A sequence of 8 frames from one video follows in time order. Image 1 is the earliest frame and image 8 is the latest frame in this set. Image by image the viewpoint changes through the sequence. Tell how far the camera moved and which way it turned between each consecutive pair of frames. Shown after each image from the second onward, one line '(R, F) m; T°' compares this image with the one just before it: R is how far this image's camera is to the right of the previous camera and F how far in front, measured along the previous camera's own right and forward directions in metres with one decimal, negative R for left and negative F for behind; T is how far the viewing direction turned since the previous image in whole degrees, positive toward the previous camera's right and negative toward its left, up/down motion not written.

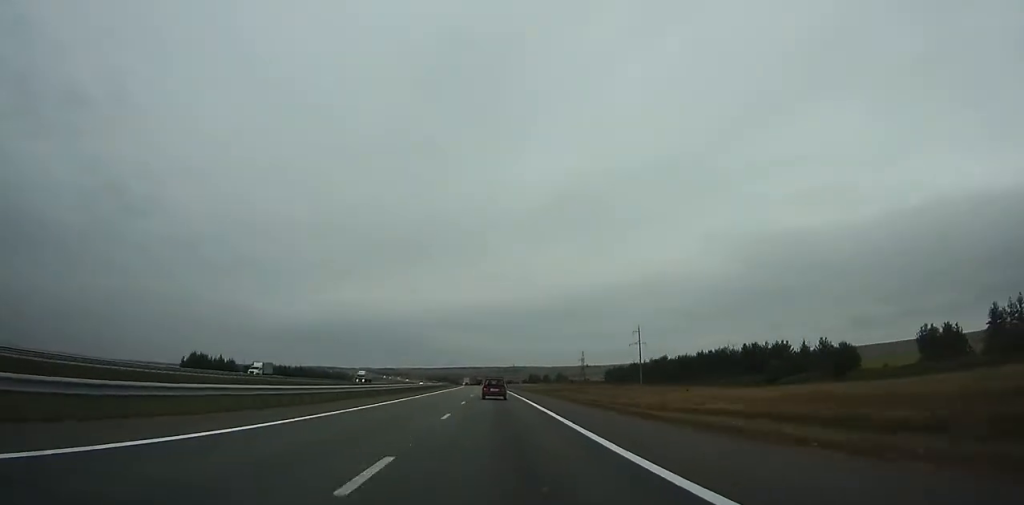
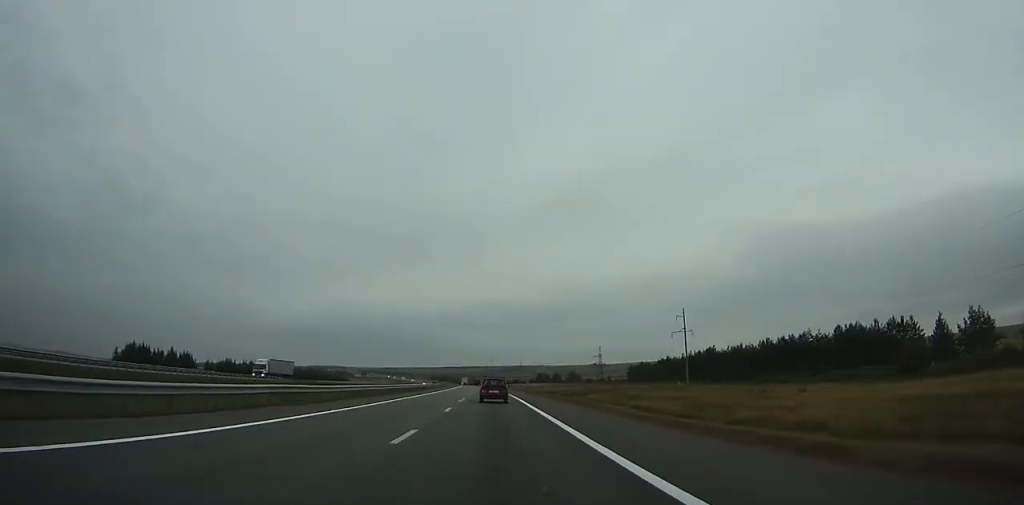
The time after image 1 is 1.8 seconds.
(-0.2, +43.5) m; -1°
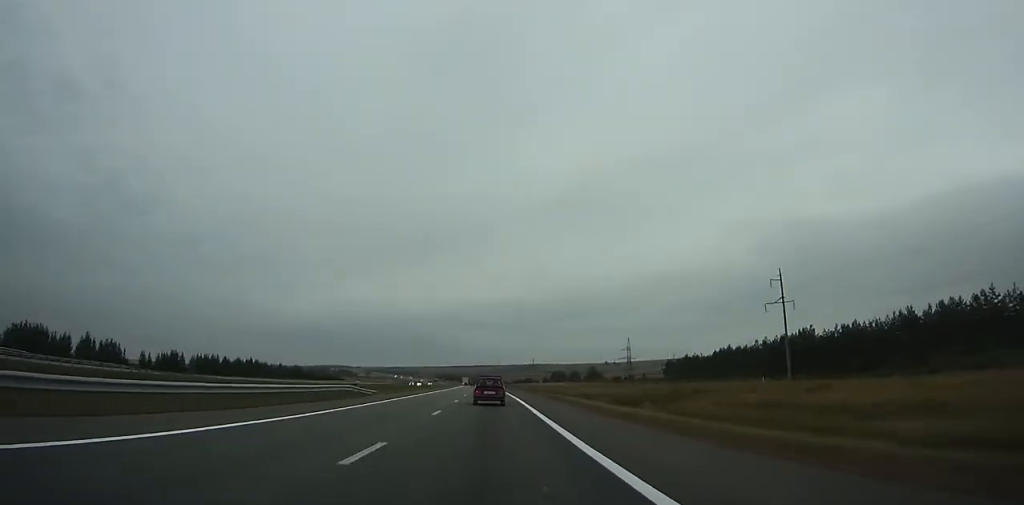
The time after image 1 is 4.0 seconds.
(-0.2, +52.9) m; -1°
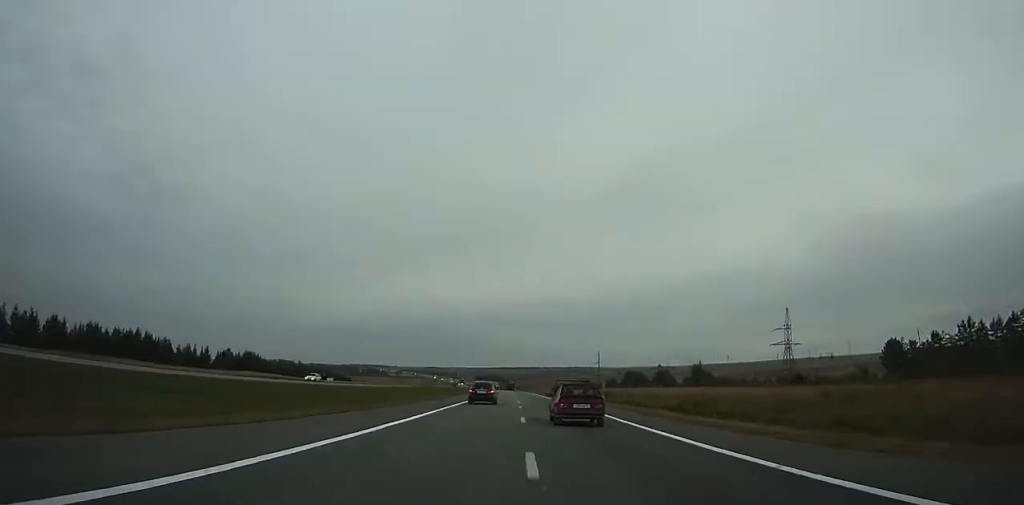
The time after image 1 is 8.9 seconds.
(-3.8, +120.9) m; -3°
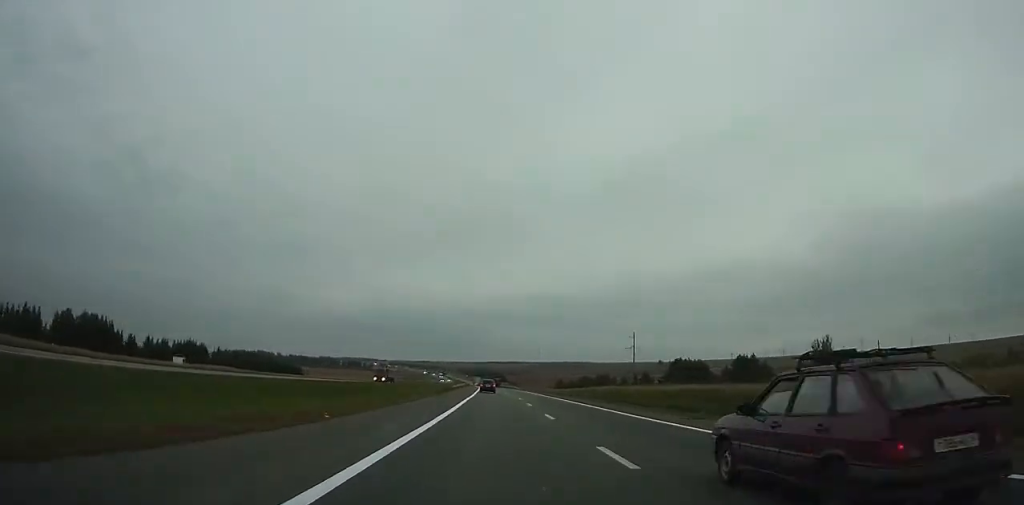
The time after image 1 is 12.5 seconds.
(-0.6, +94.5) m; 0°
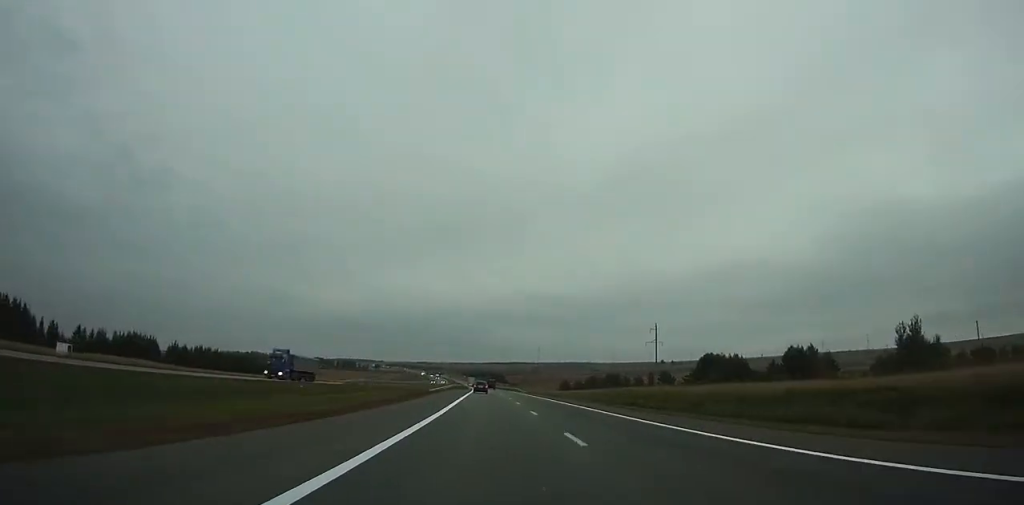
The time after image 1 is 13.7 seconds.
(+0.1, +33.1) m; 0°
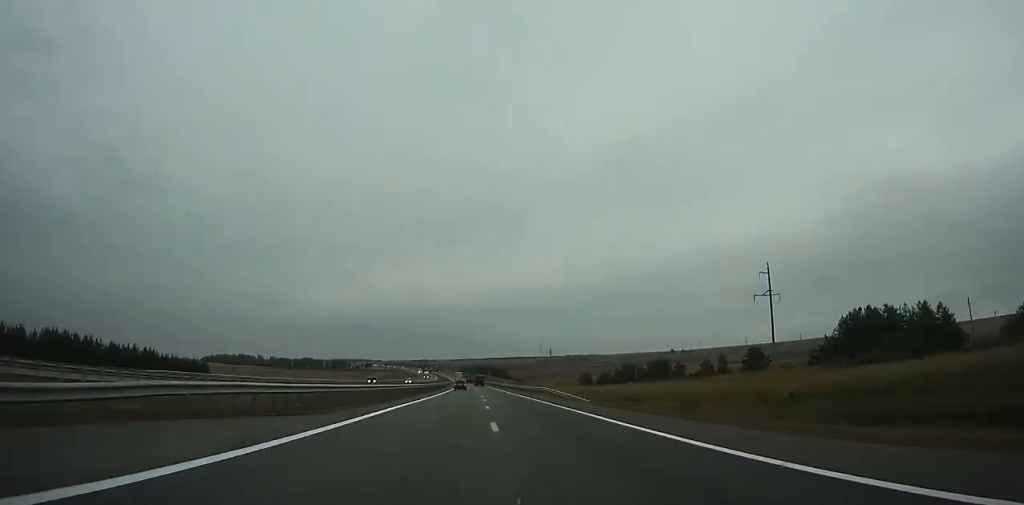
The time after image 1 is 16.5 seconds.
(0.0, +78.1) m; -1°
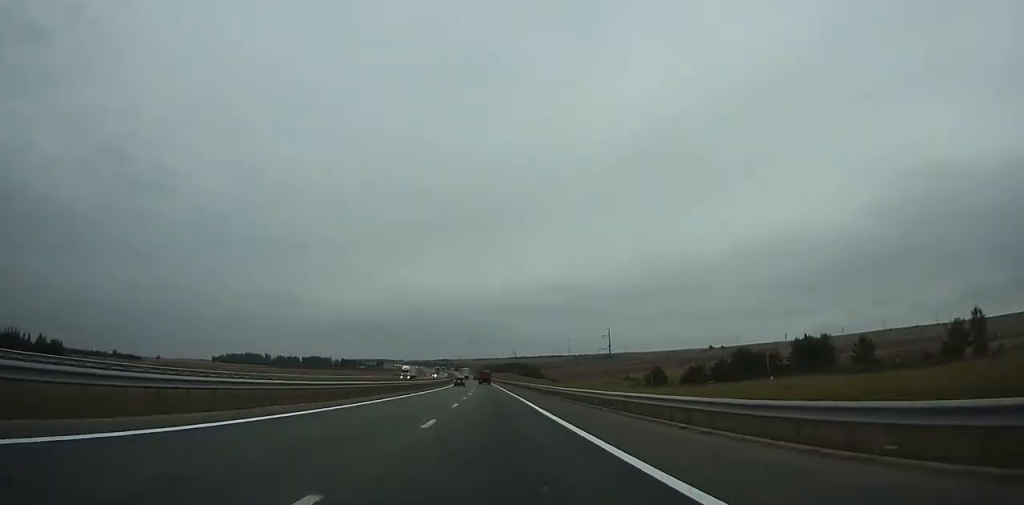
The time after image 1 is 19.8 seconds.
(-1.3, +93.1) m; -2°
